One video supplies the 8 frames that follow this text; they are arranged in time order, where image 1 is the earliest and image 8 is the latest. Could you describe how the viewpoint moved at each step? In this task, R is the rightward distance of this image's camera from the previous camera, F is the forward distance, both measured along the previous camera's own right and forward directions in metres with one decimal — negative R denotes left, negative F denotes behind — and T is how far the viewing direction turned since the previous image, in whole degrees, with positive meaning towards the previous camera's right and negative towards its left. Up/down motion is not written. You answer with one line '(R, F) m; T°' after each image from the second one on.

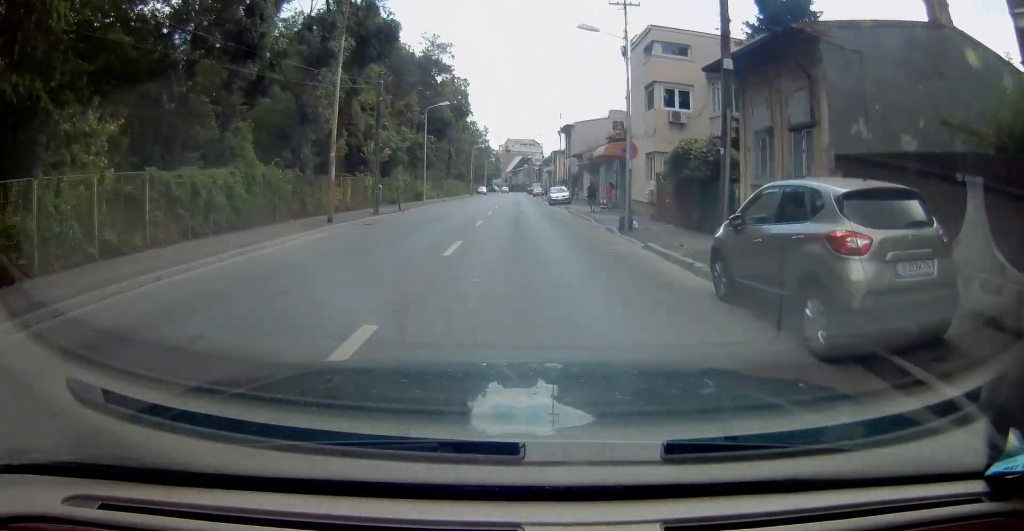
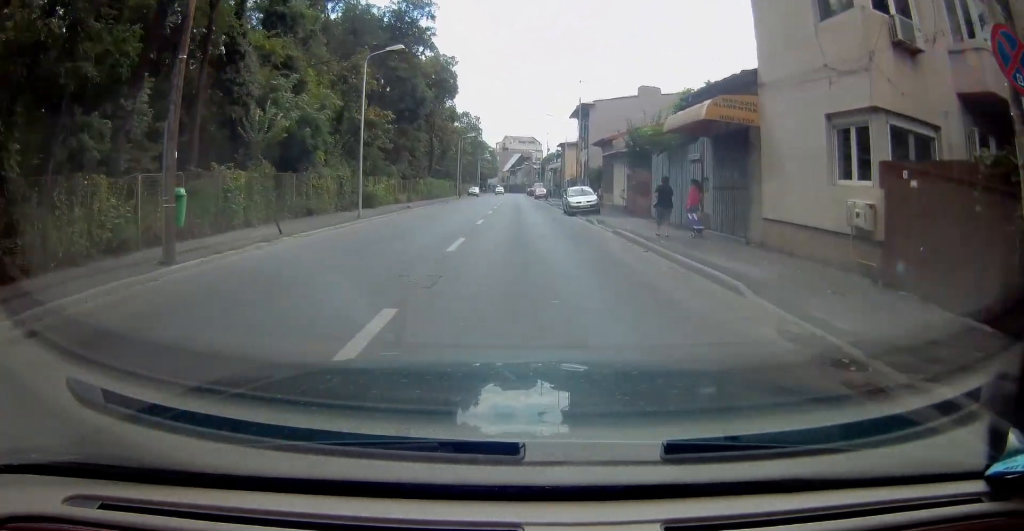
(-0.2, +16.5) m; 0°
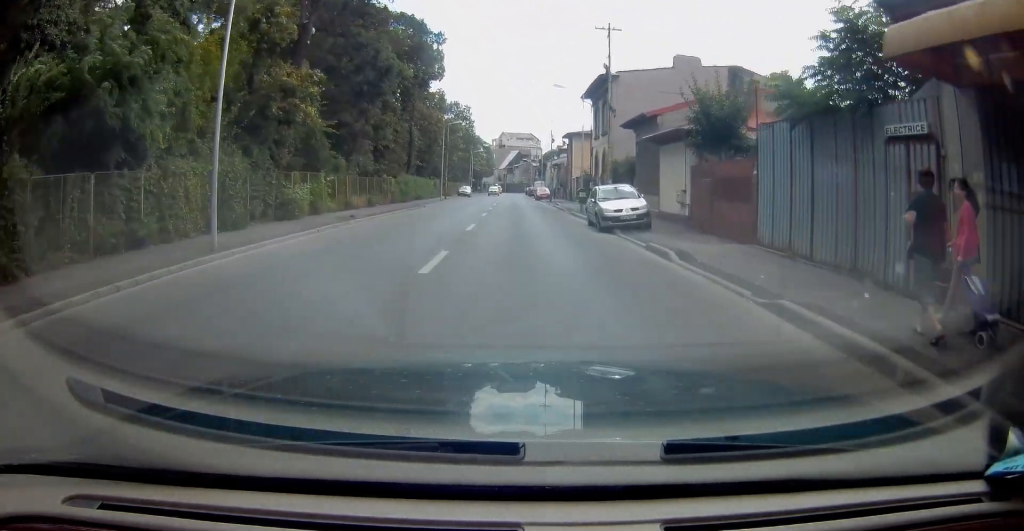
(0.0, +11.8) m; +1°
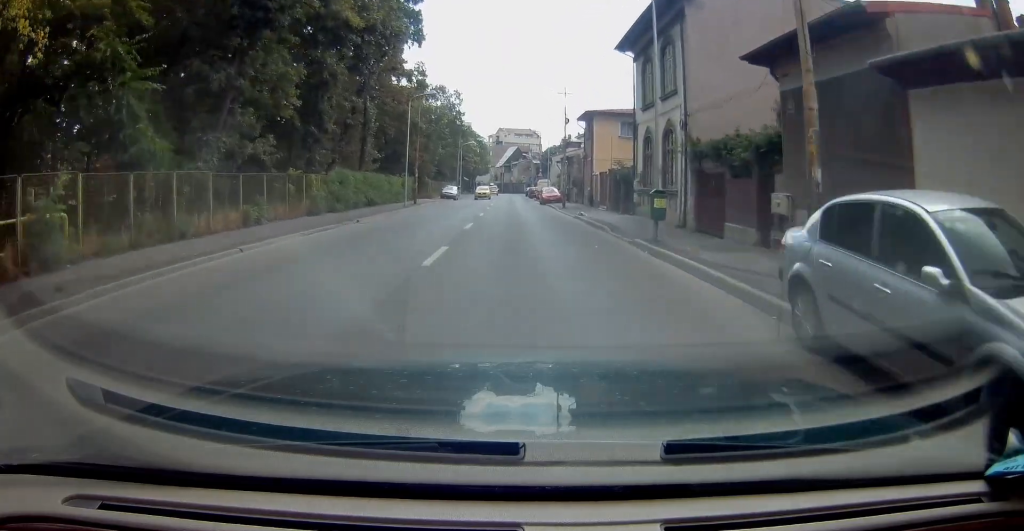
(+0.3, +16.3) m; +1°
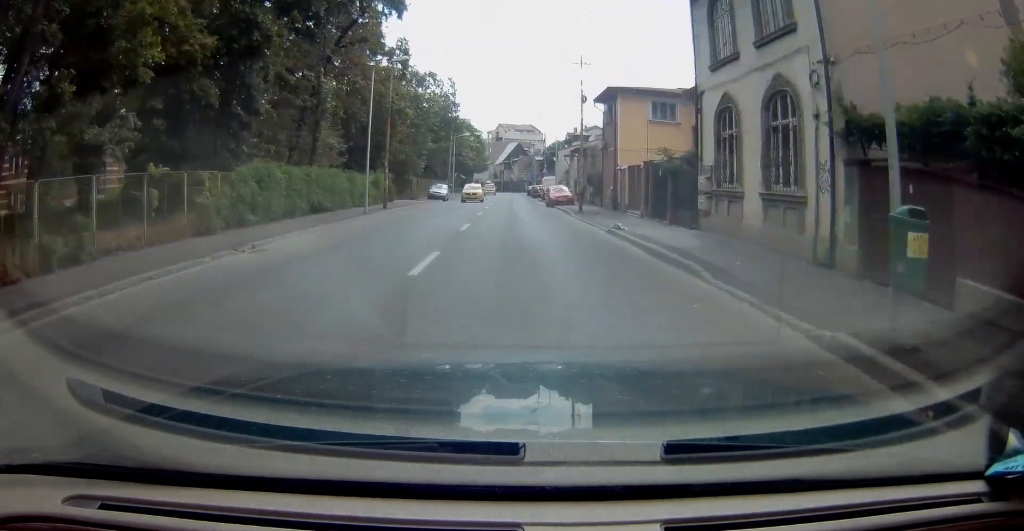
(+0.1, +9.5) m; 0°
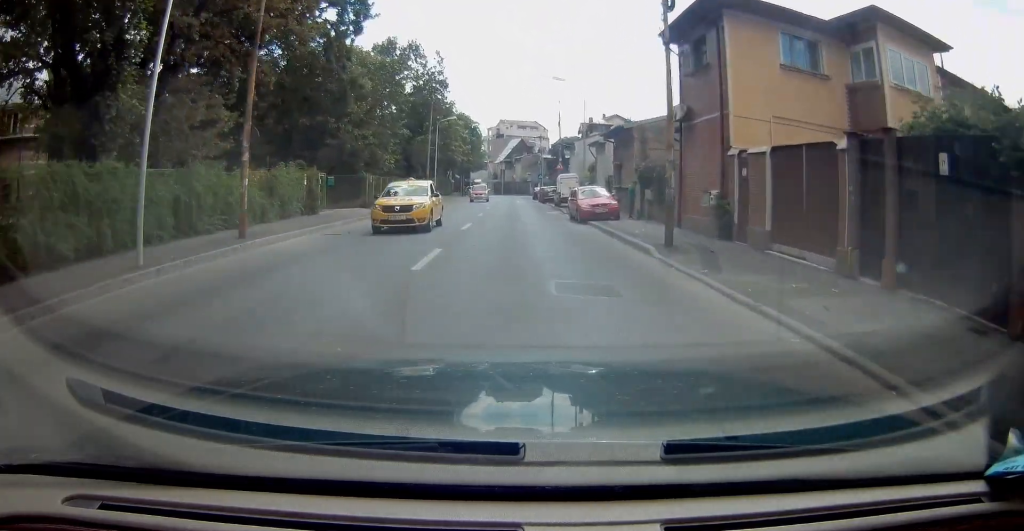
(-0.2, +16.5) m; 0°
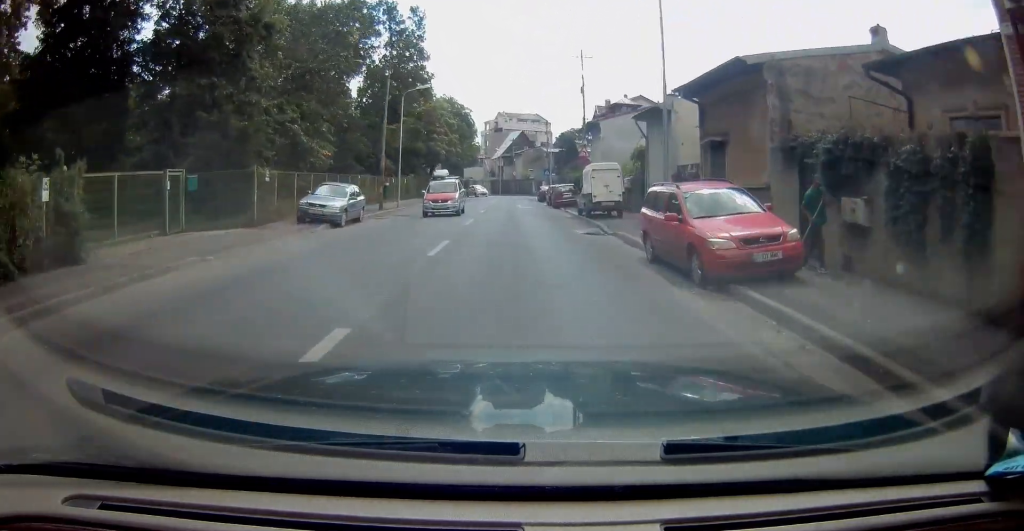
(+0.1, +15.1) m; 0°
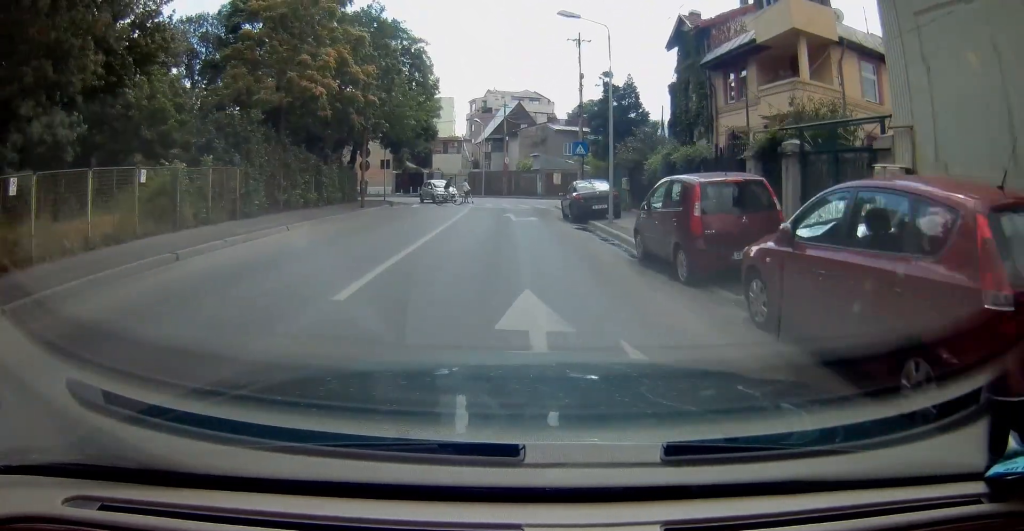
(-0.1, +35.0) m; 0°
